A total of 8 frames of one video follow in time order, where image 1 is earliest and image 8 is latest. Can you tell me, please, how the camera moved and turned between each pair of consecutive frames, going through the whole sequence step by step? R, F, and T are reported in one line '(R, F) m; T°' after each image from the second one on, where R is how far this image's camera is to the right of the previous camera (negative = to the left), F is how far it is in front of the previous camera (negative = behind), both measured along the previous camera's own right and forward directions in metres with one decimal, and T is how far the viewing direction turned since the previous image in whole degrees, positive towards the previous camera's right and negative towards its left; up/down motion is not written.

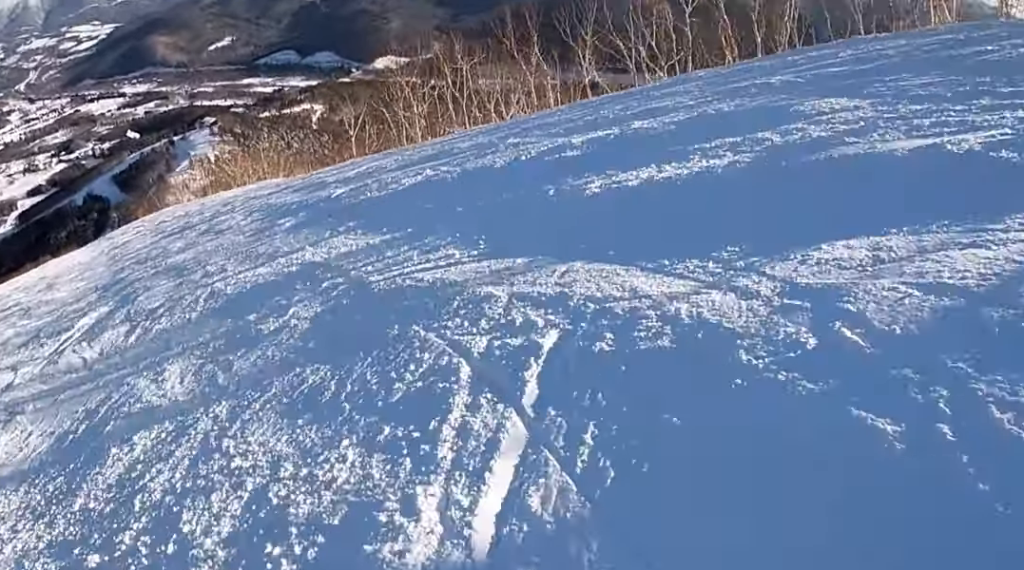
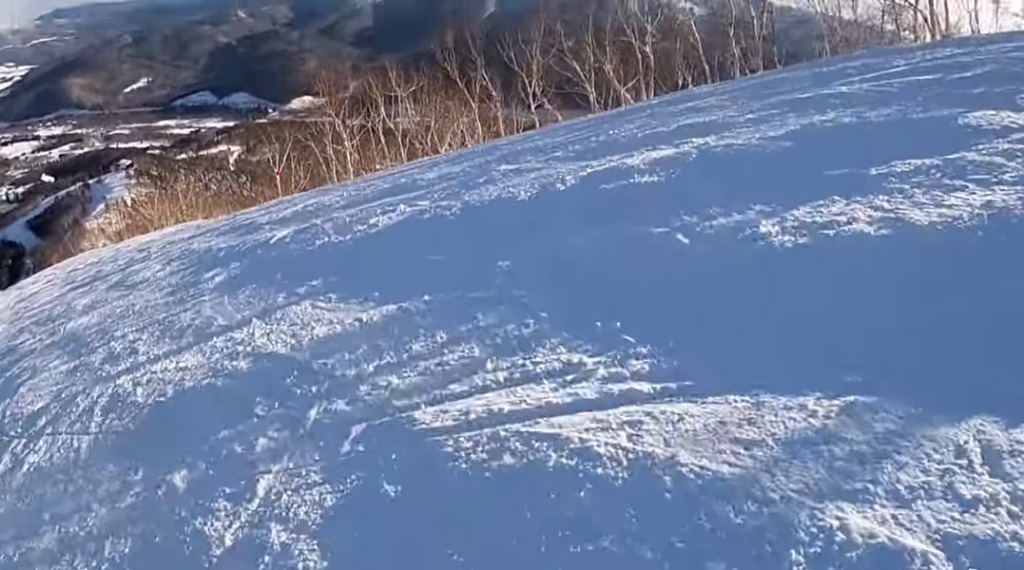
(+0.2, +2.4) m; +6°
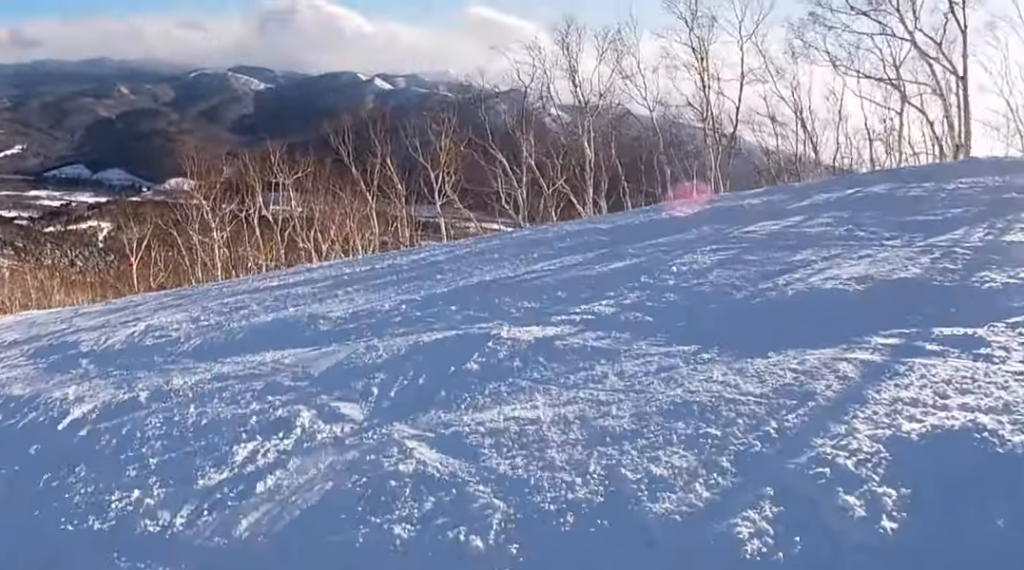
(+0.5, +4.9) m; +5°
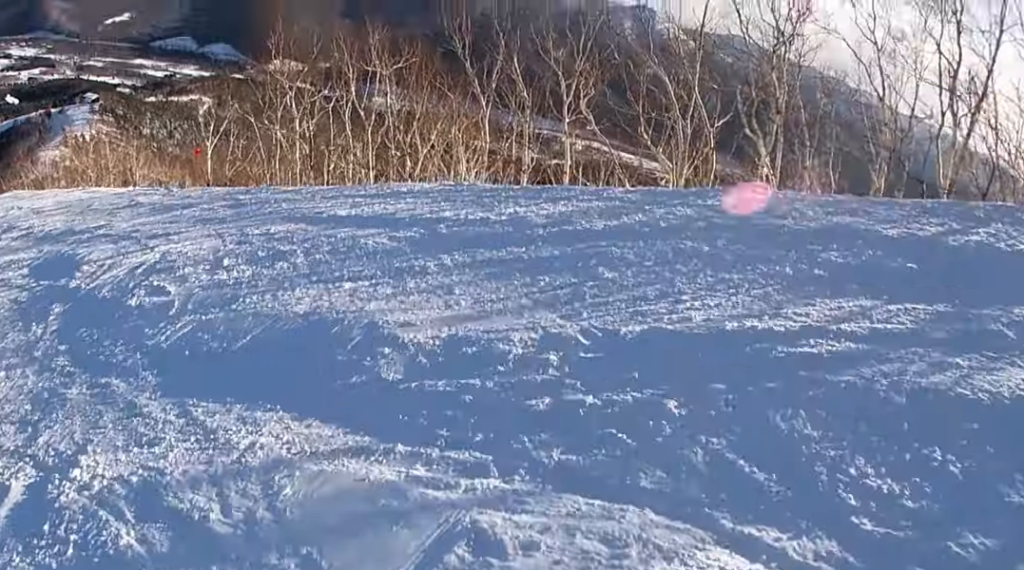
(+0.1, +3.8) m; -6°
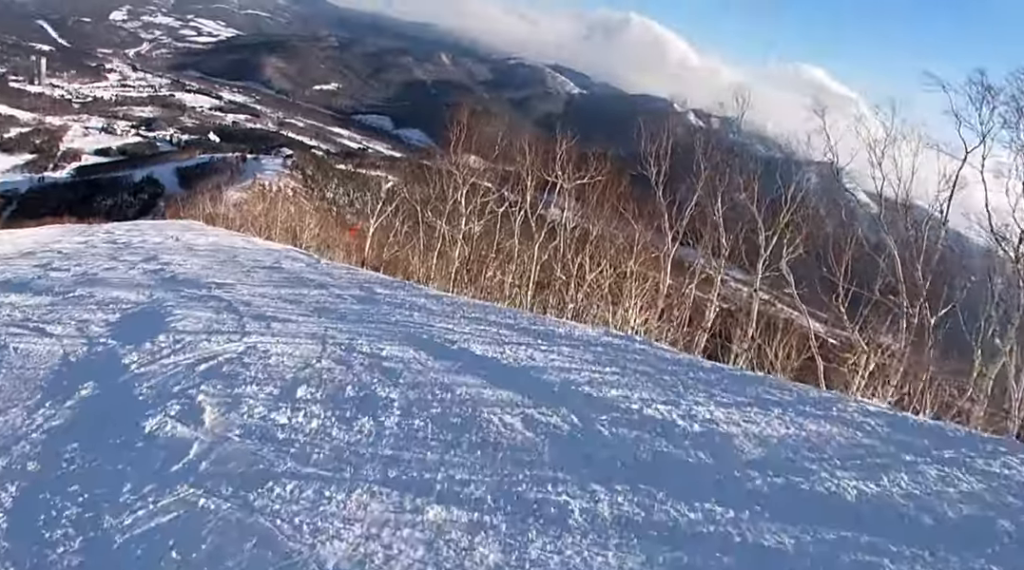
(-0.1, +2.4) m; -11°
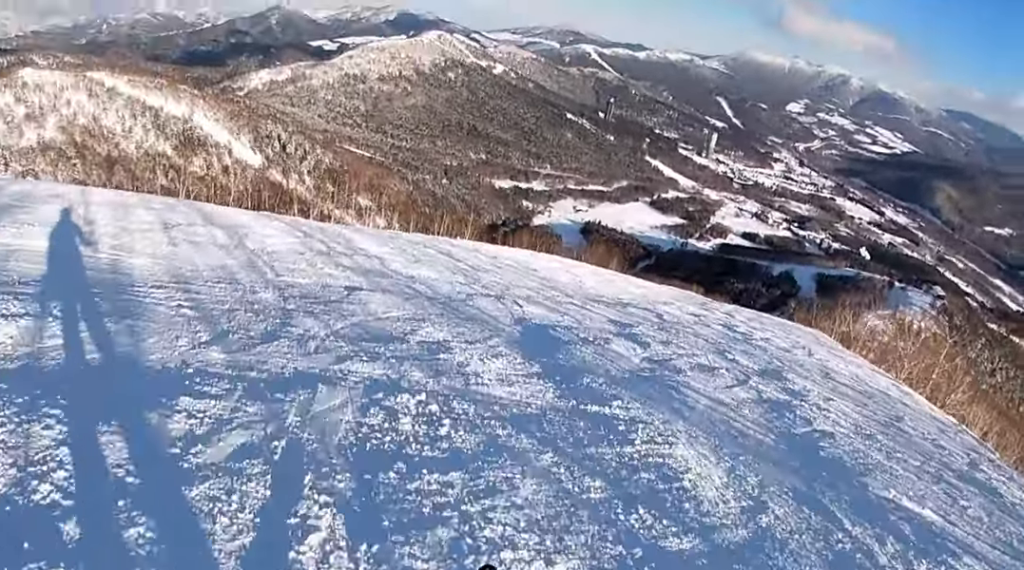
(-4.5, +7.3) m; -50°
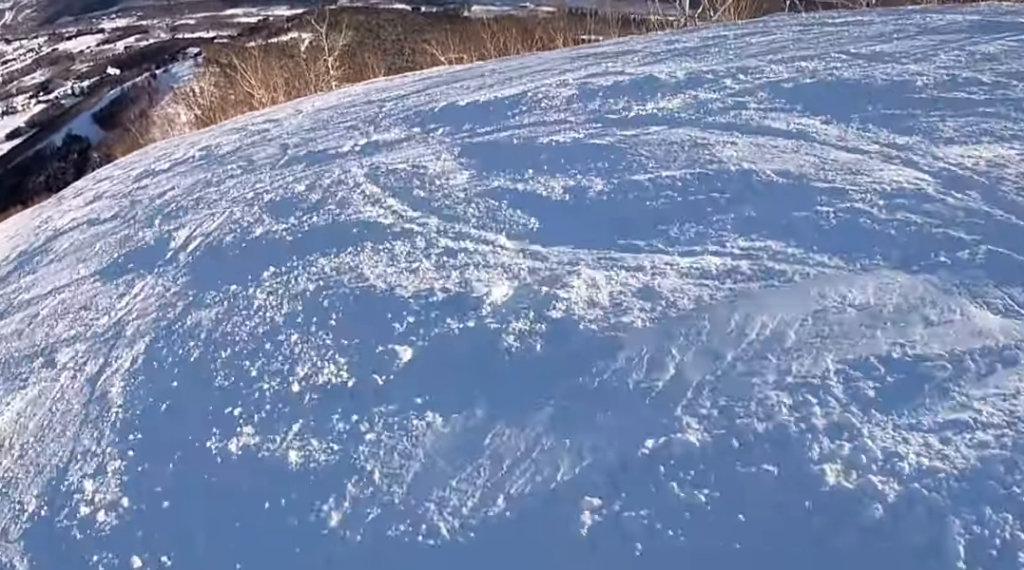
(+3.7, +8.1) m; +46°
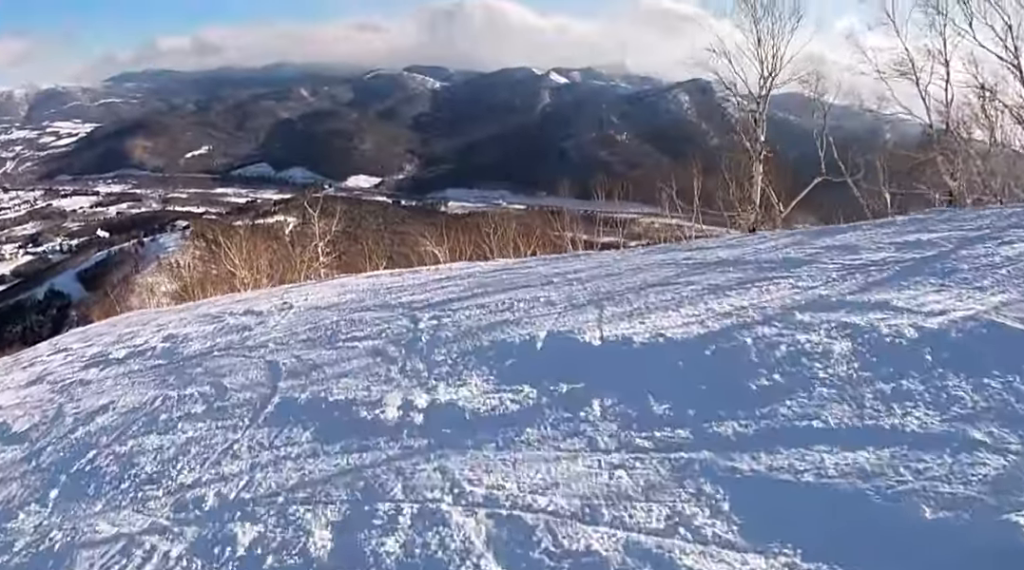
(+0.3, +3.9) m; 0°
